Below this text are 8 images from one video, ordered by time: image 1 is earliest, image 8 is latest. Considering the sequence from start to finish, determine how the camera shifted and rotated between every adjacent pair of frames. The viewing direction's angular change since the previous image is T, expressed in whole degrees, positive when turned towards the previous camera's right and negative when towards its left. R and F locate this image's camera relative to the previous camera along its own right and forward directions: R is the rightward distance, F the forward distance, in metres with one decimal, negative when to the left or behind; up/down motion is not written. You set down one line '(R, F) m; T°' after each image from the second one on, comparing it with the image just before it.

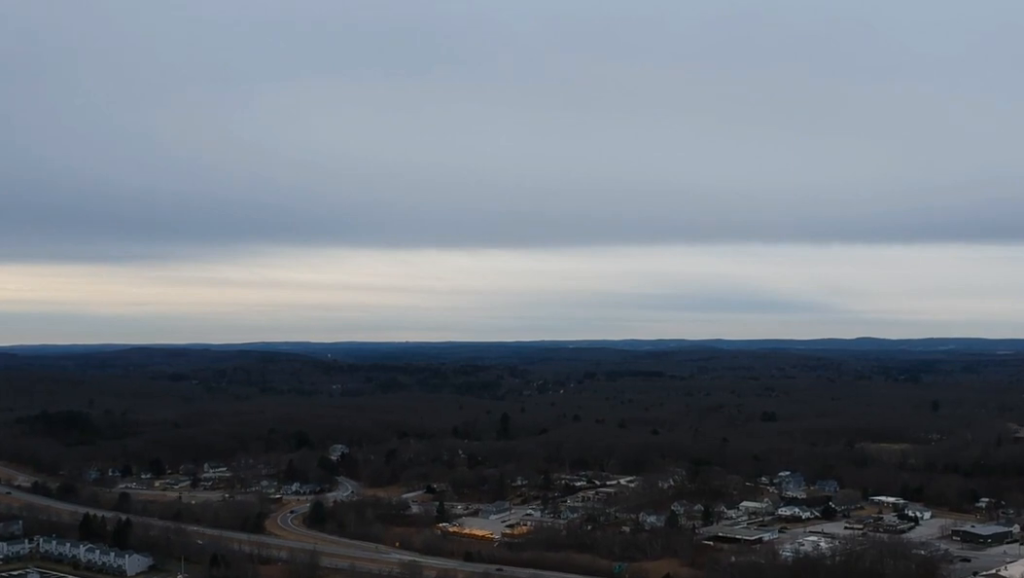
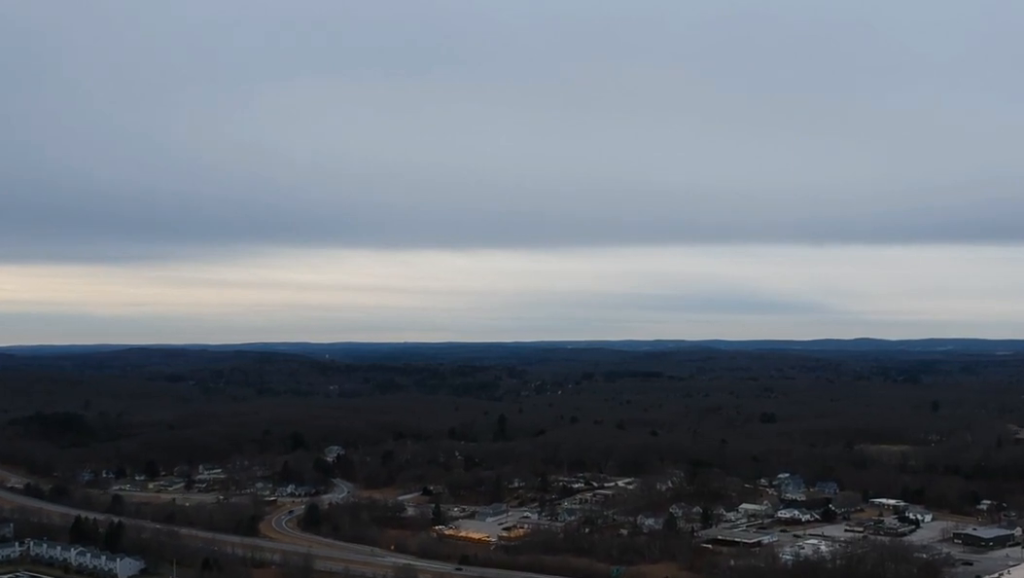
(0.0, +7.0) m; 0°
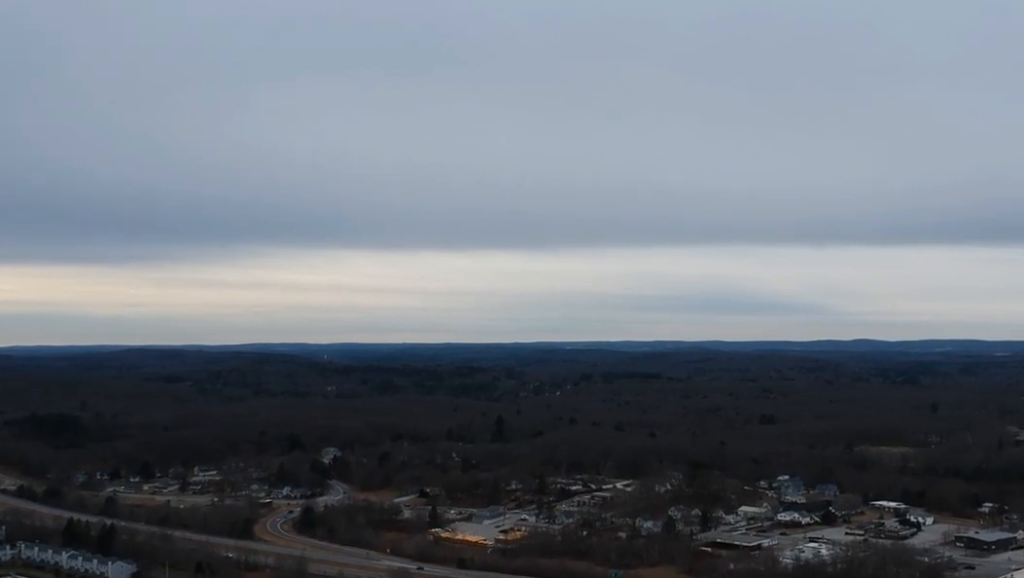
(0.0, +6.5) m; 0°
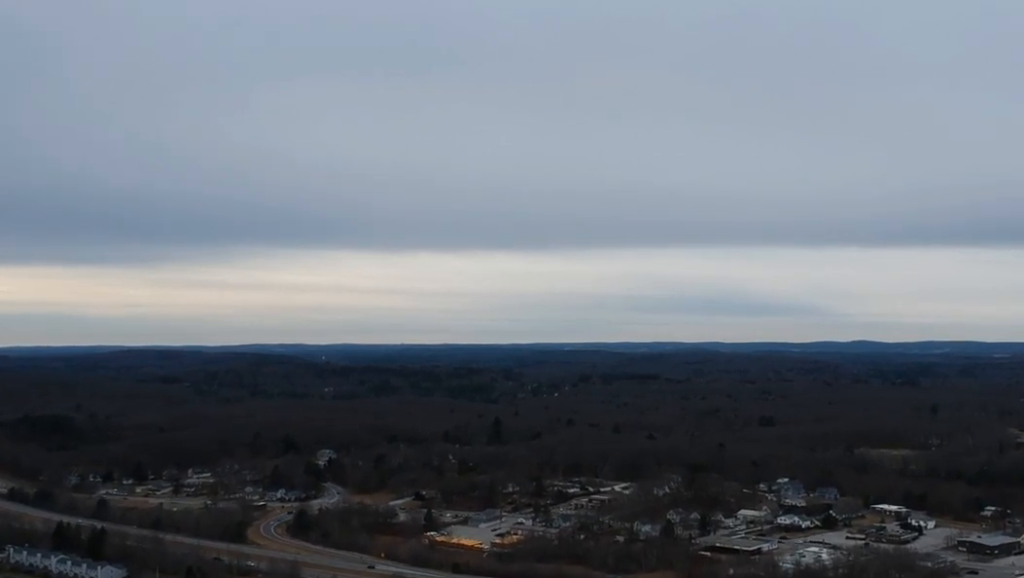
(0.0, +8.0) m; 0°
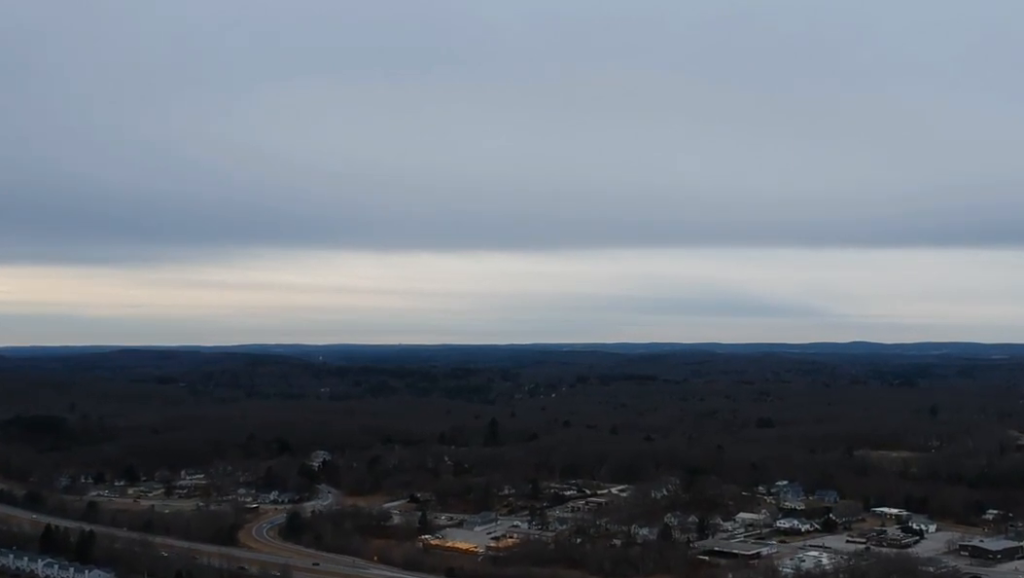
(0.0, +8.6) m; 0°
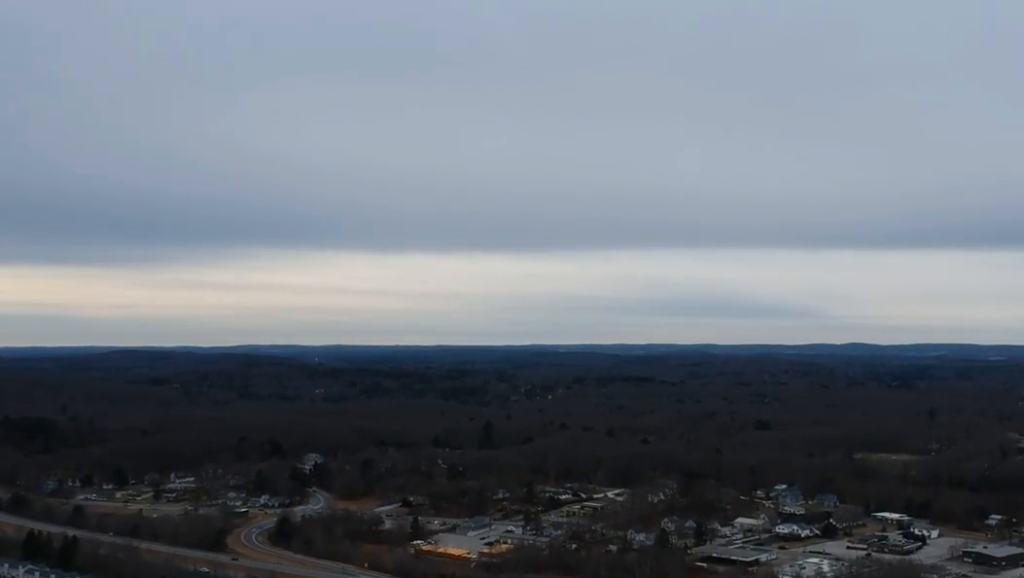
(+0.1, +12.2) m; +1°
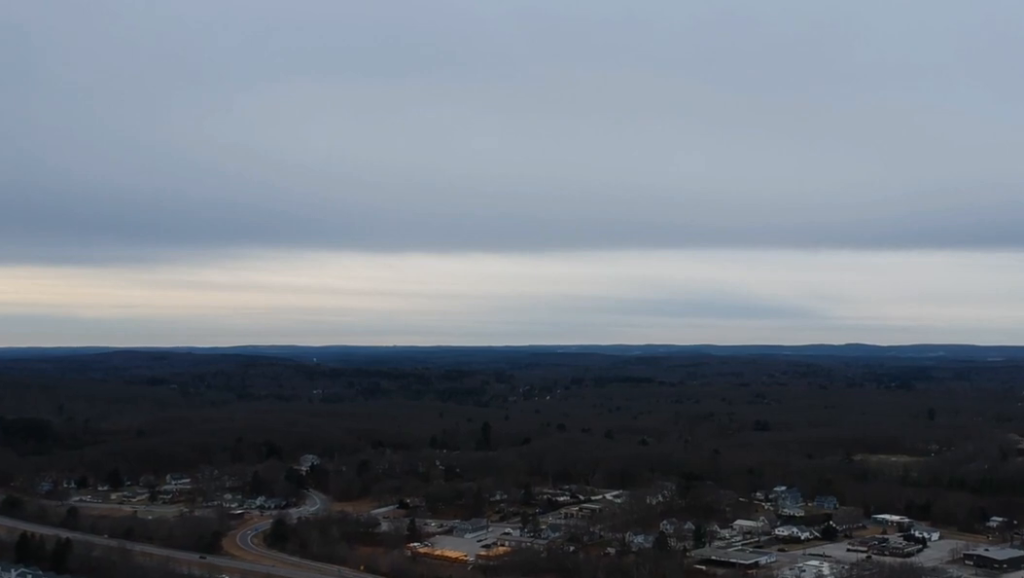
(0.0, +4.7) m; 0°
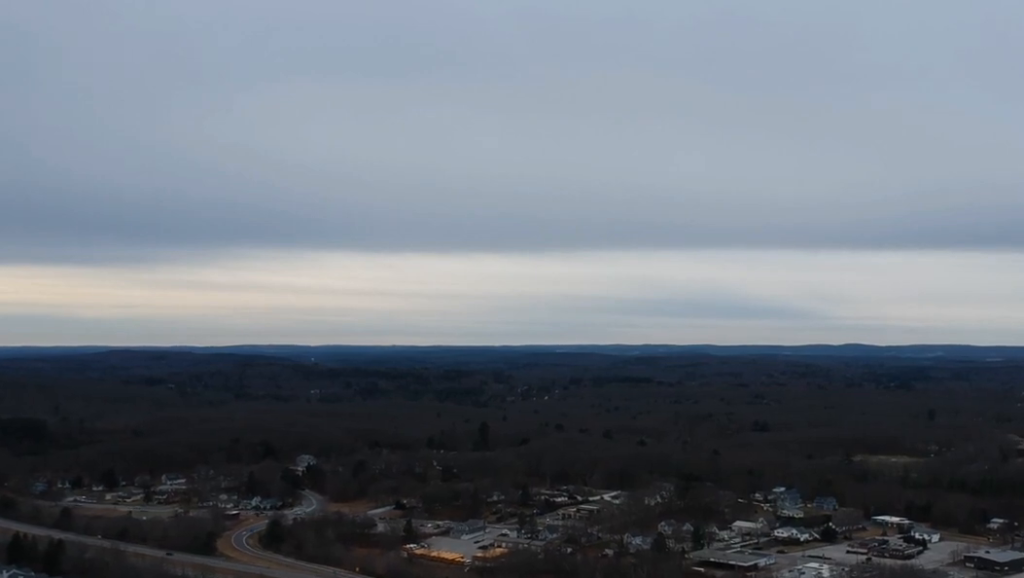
(0.0, +4.8) m; 0°
